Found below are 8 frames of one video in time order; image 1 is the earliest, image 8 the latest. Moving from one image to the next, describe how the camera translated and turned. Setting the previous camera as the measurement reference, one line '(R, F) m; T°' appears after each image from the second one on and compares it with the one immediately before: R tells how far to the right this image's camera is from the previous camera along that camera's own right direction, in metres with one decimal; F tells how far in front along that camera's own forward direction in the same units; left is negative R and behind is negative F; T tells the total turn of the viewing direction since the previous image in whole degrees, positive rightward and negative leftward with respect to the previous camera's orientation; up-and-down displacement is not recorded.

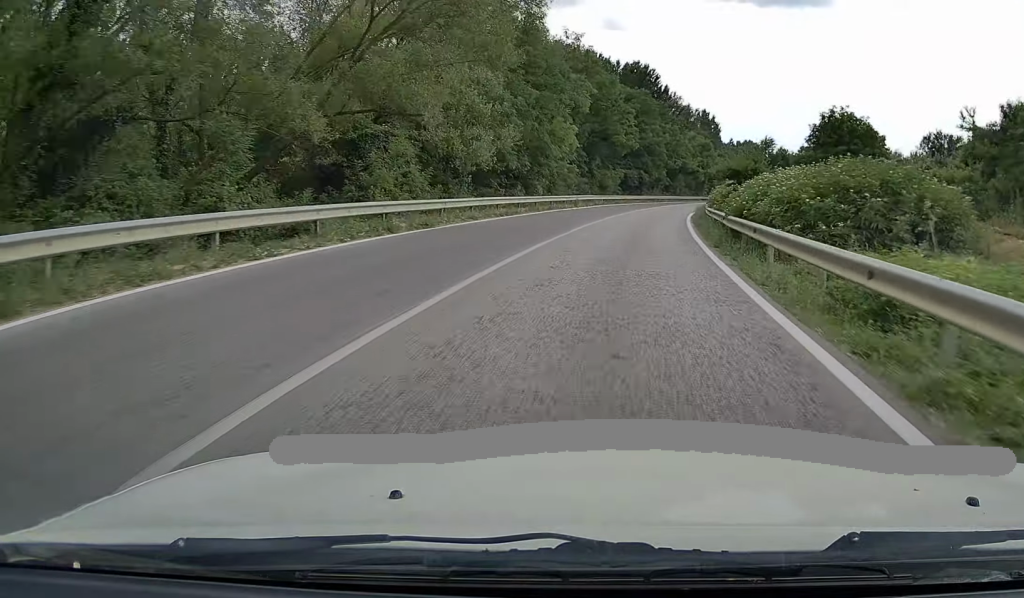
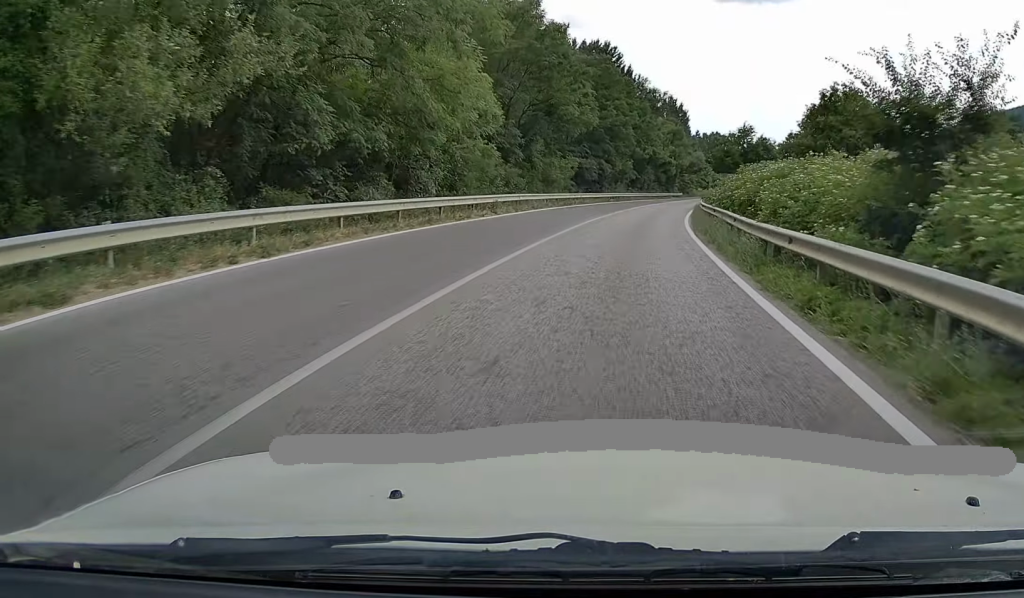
(+0.4, +19.7) m; +3°
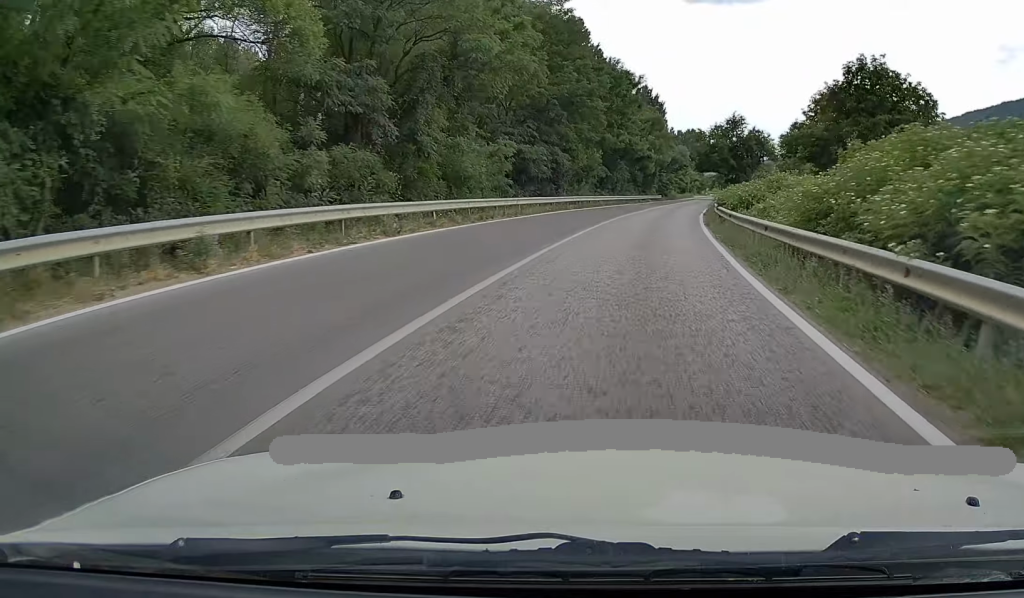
(+0.3, +20.6) m; +3°
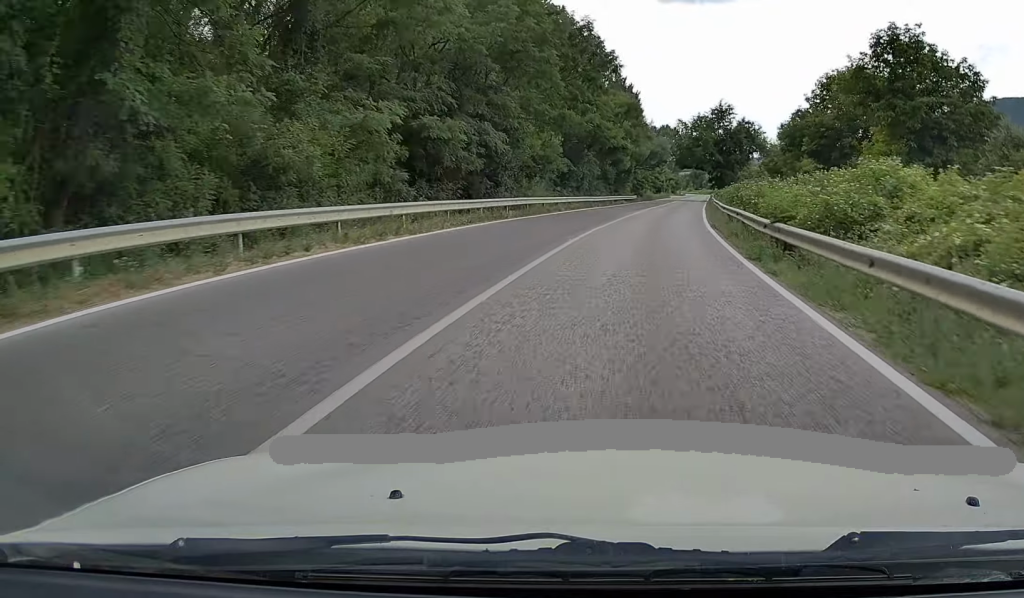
(+0.4, +15.1) m; +3°
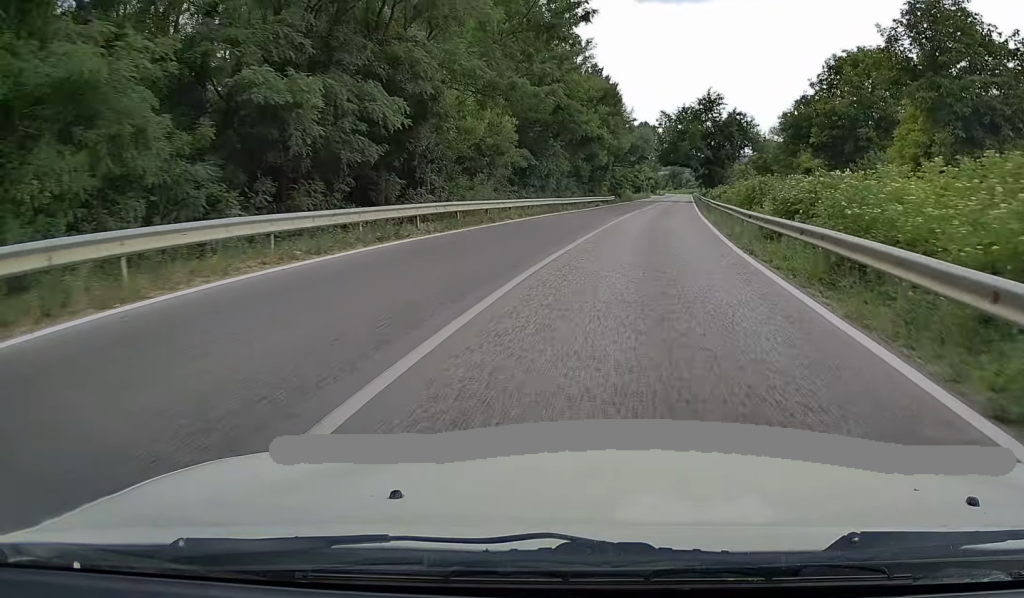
(+0.1, +11.1) m; +2°
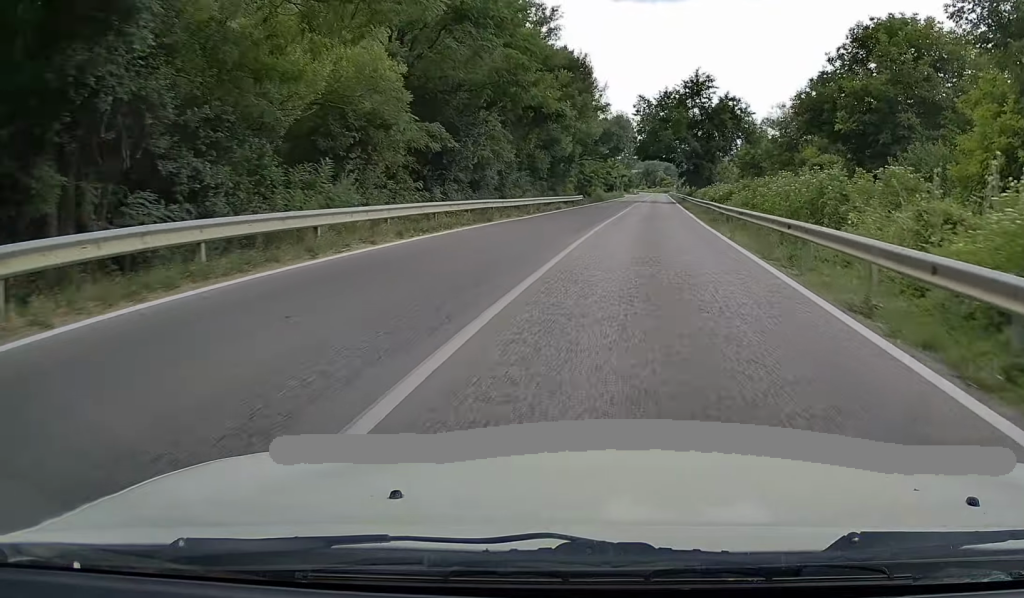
(+0.4, +14.2) m; +2°
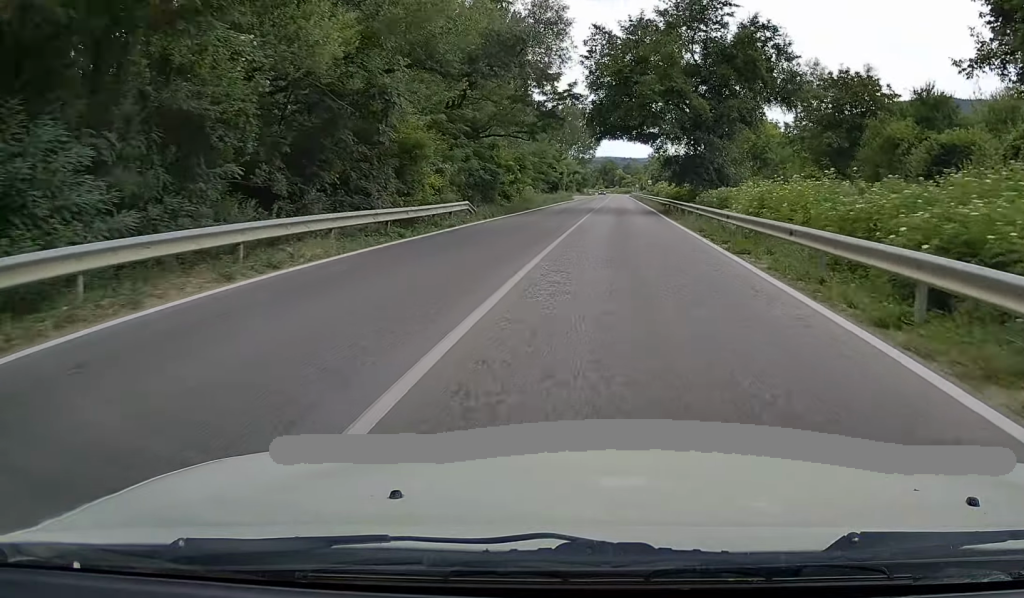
(+0.7, +34.7) m; +1°
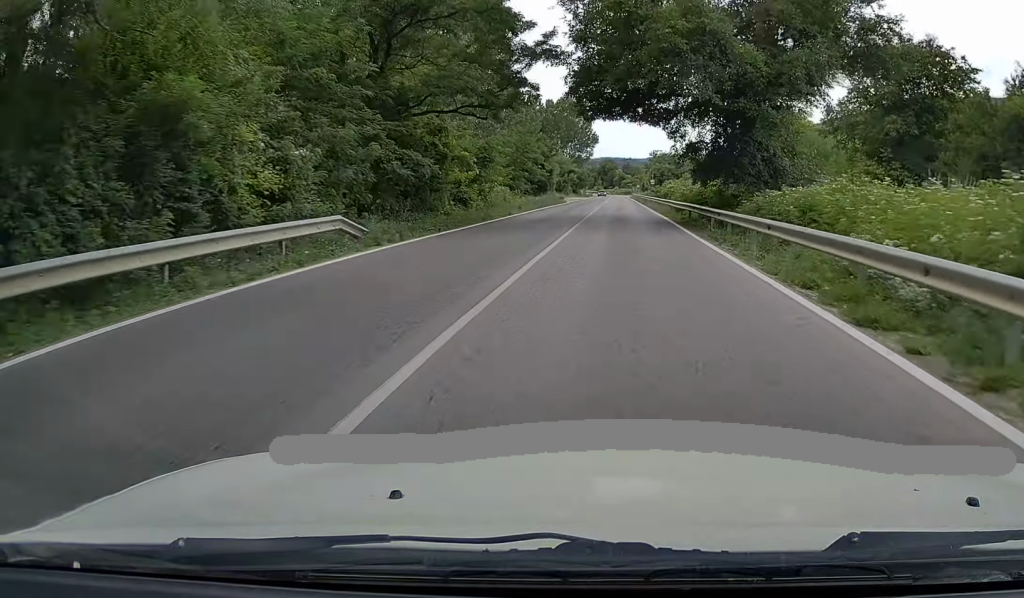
(-0.1, +14.1) m; 0°
